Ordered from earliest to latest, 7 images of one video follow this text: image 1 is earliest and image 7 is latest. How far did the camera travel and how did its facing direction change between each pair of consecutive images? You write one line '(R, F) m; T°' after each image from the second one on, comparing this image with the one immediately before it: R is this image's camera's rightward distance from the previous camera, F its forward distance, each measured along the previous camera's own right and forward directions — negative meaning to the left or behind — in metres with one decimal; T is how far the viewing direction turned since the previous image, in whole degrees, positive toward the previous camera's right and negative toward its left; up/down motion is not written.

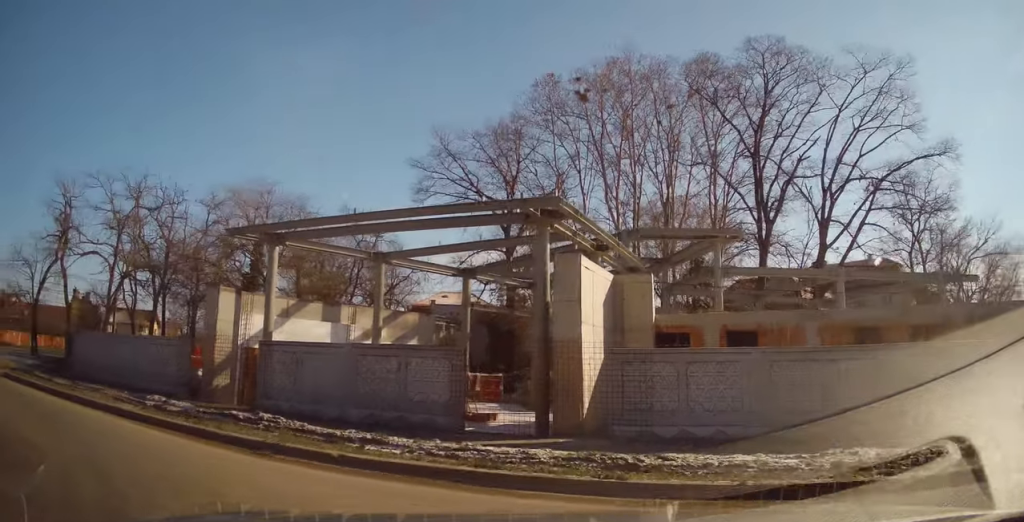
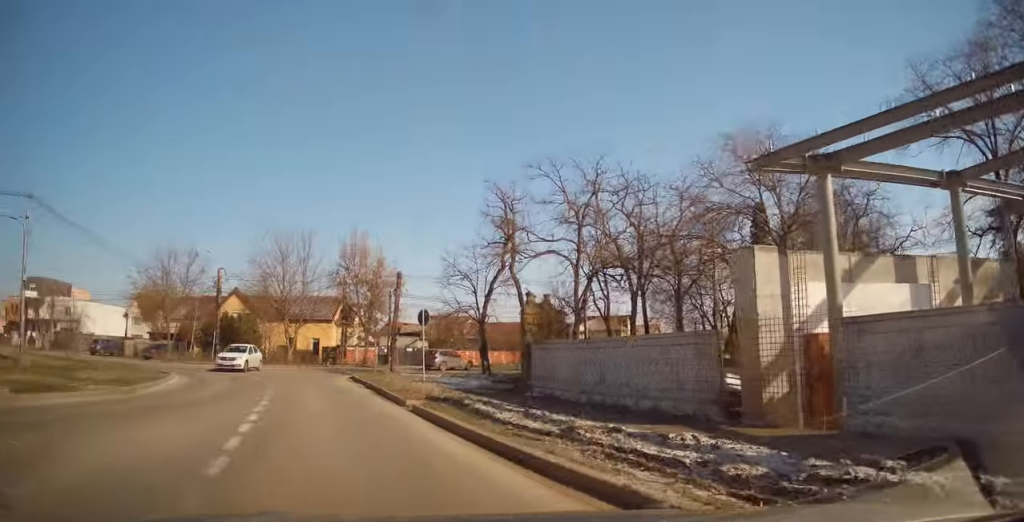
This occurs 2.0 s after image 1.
(-3.2, +5.9) m; -42°
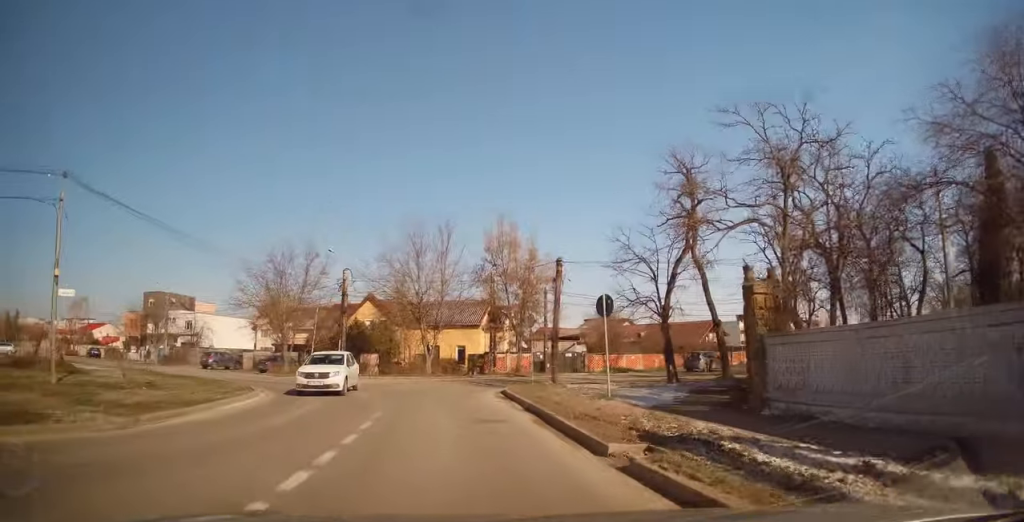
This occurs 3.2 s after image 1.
(-0.5, +5.8) m; -6°
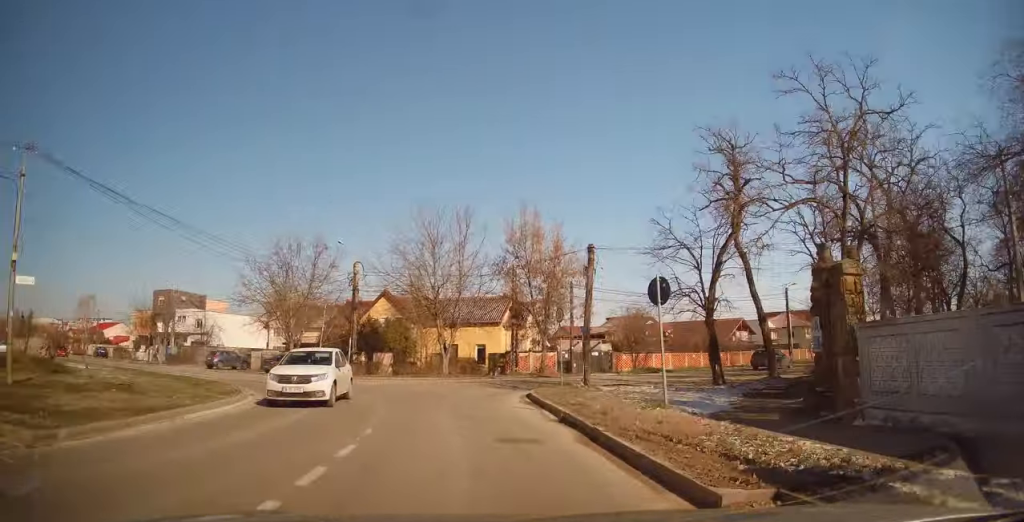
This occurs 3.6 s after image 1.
(0.0, +2.4) m; -1°
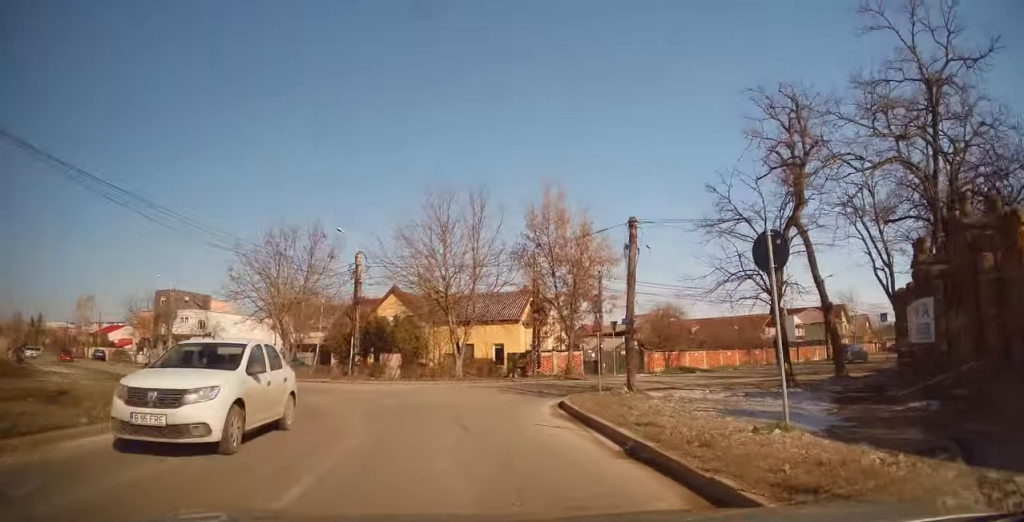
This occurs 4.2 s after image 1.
(0.0, +3.6) m; -2°
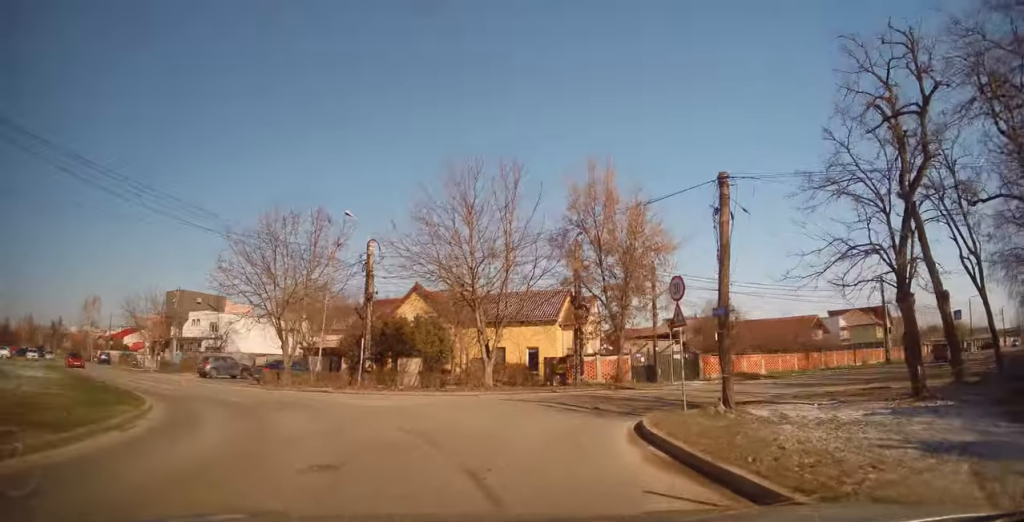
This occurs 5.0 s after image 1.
(-0.2, +4.5) m; -1°
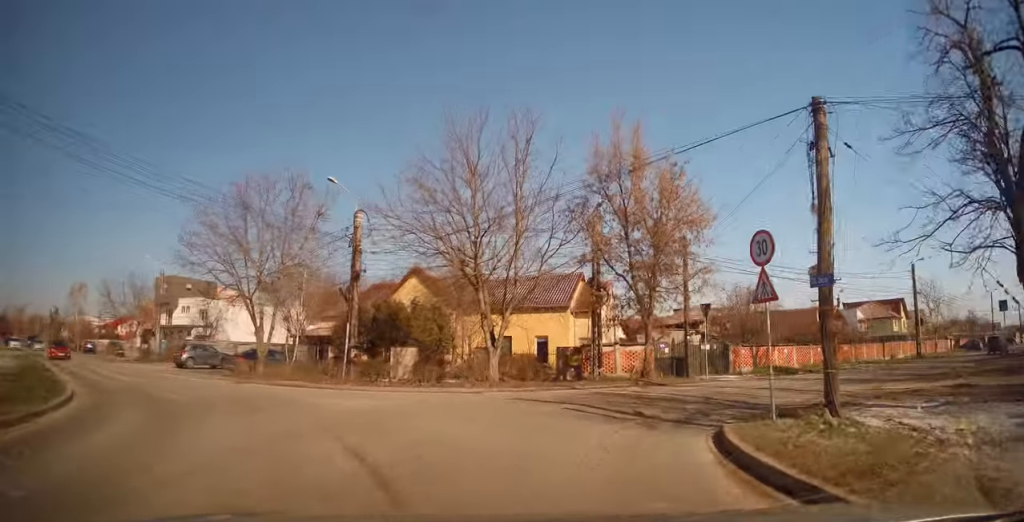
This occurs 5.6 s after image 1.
(-0.1, +3.8) m; +2°
